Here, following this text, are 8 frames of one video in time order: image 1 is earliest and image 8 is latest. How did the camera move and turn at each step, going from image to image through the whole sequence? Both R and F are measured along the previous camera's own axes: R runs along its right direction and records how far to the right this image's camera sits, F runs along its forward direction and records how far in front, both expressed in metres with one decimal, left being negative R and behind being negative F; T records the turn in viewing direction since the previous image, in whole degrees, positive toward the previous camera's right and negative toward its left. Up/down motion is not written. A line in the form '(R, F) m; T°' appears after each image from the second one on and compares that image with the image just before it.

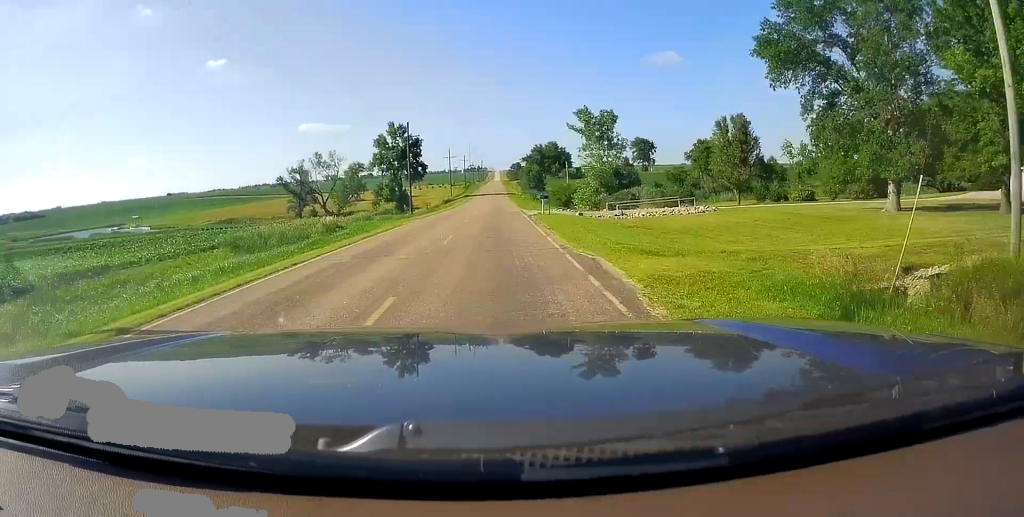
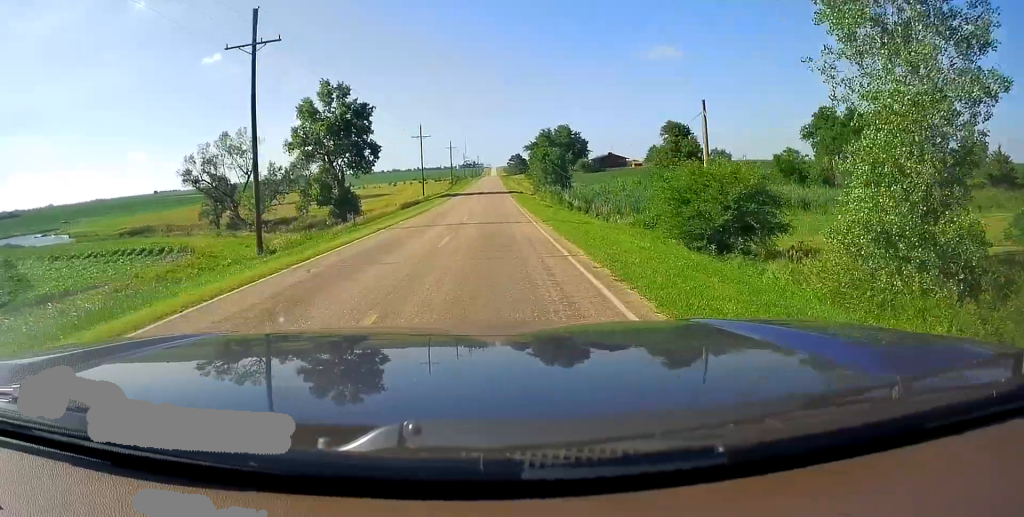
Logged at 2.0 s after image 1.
(0.0, +49.6) m; 0°
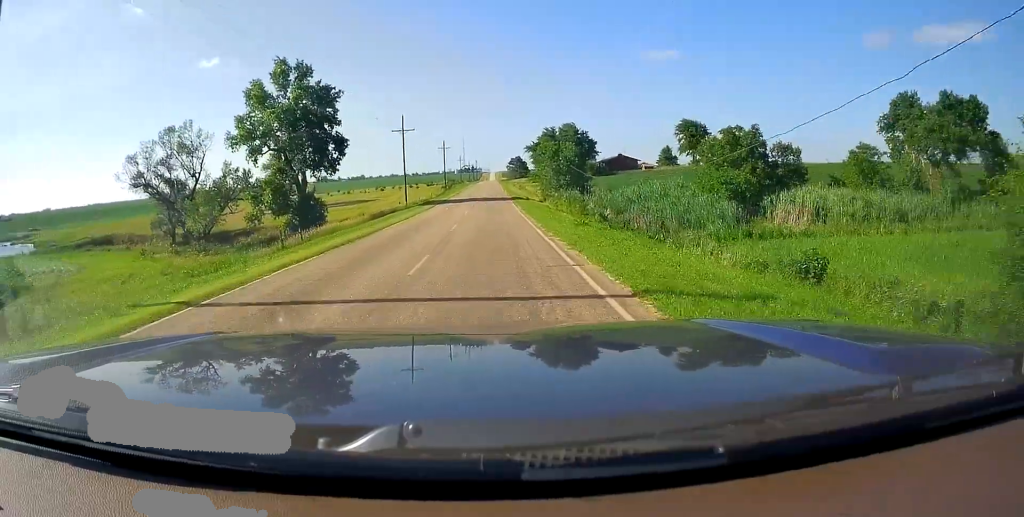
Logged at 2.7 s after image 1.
(0.0, +17.1) m; 0°
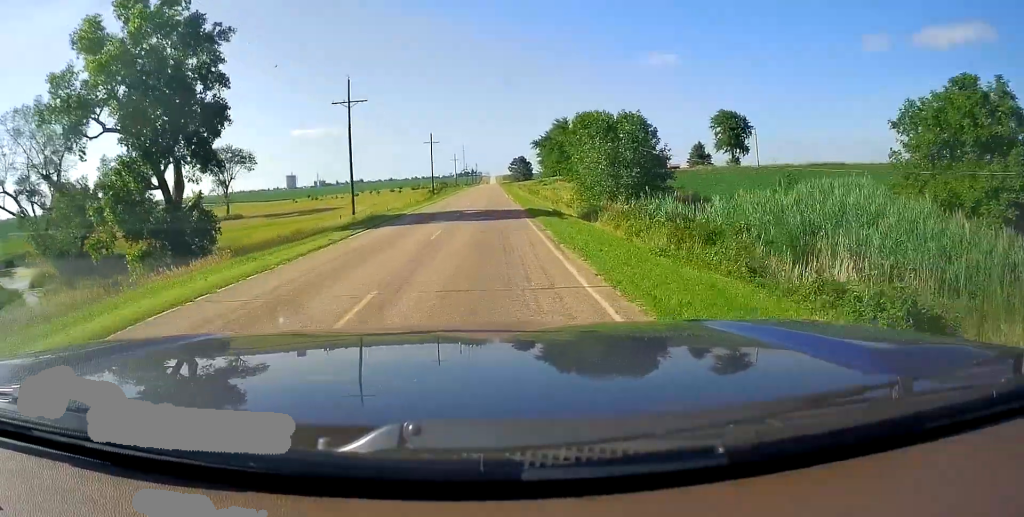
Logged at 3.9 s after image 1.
(0.0, +29.0) m; 0°
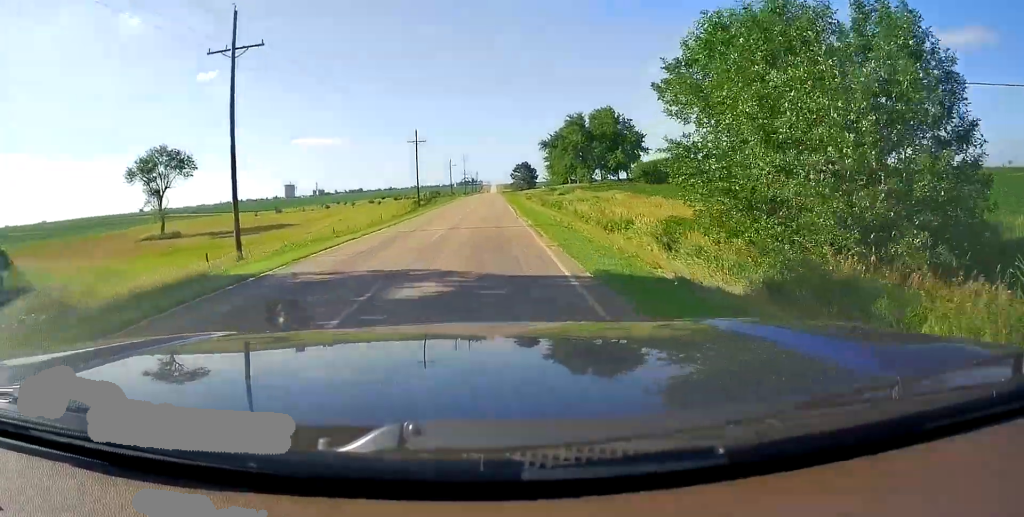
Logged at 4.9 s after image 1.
(0.0, +22.8) m; 0°
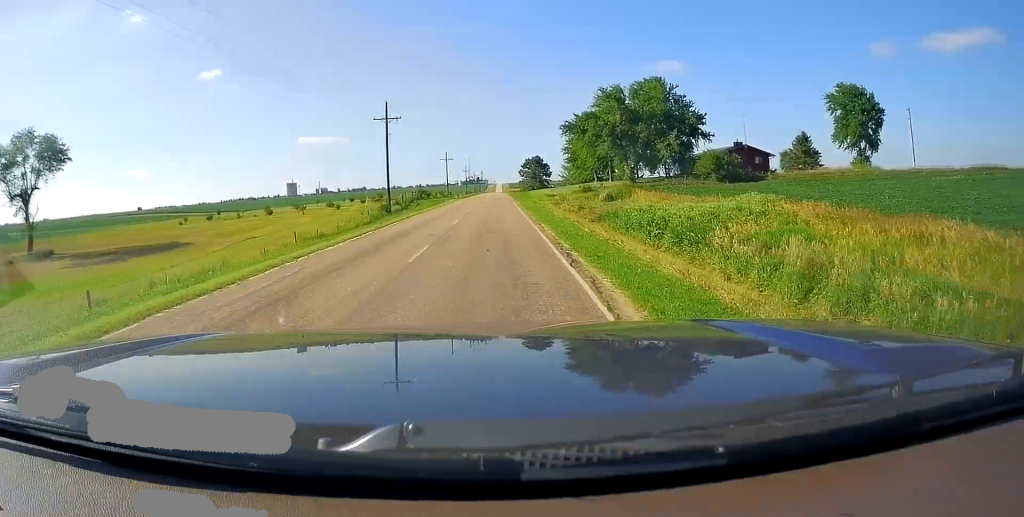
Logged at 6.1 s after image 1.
(0.0, +29.8) m; -1°
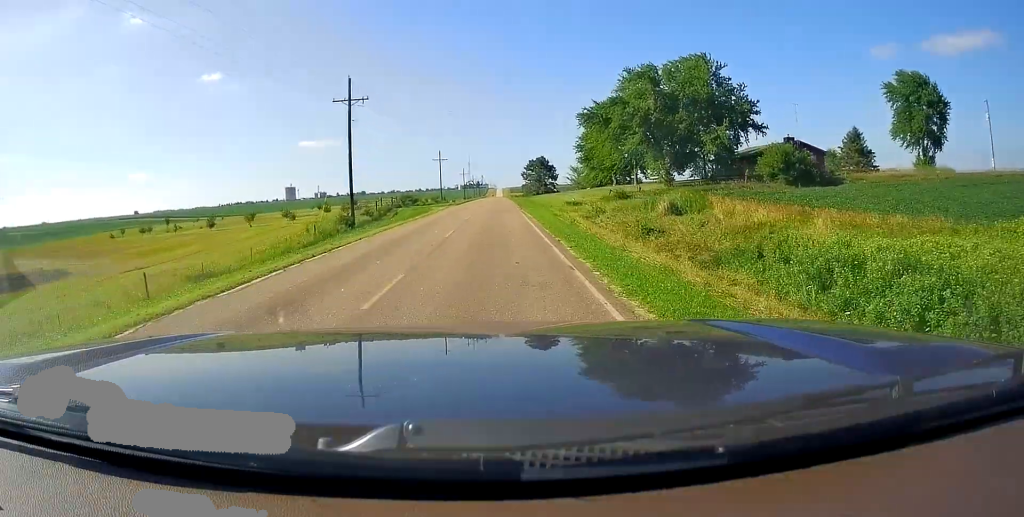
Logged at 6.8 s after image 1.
(-0.2, +16.7) m; -1°
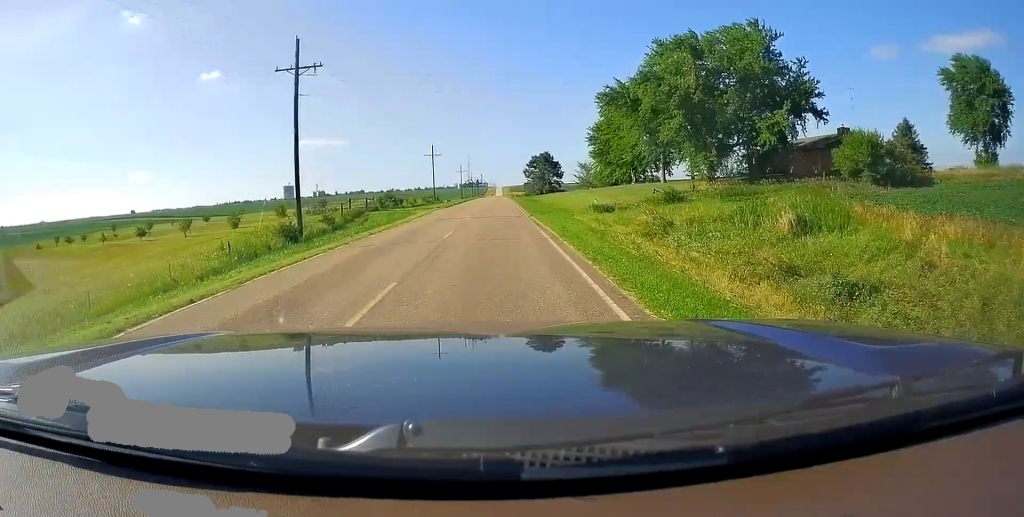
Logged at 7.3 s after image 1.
(-0.4, +13.0) m; 0°
